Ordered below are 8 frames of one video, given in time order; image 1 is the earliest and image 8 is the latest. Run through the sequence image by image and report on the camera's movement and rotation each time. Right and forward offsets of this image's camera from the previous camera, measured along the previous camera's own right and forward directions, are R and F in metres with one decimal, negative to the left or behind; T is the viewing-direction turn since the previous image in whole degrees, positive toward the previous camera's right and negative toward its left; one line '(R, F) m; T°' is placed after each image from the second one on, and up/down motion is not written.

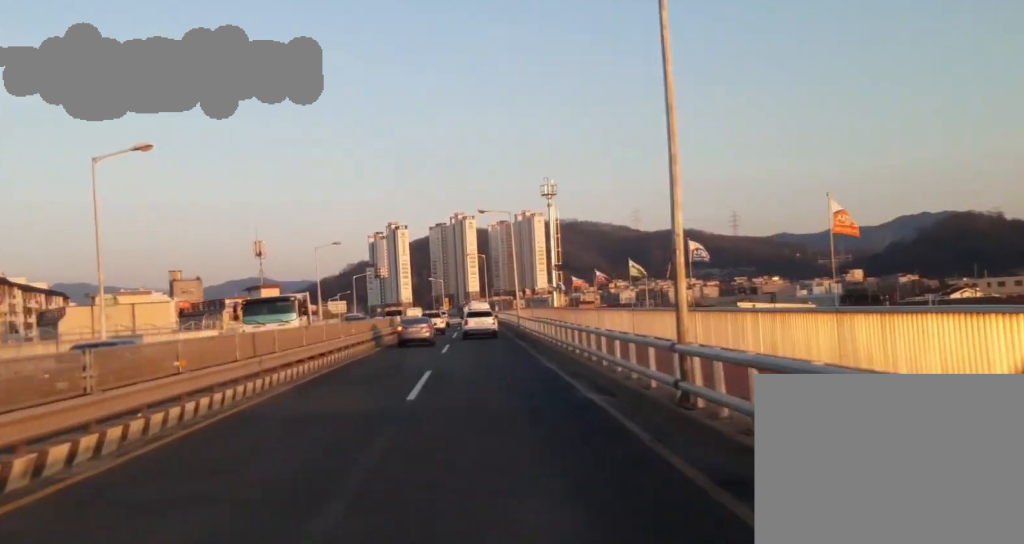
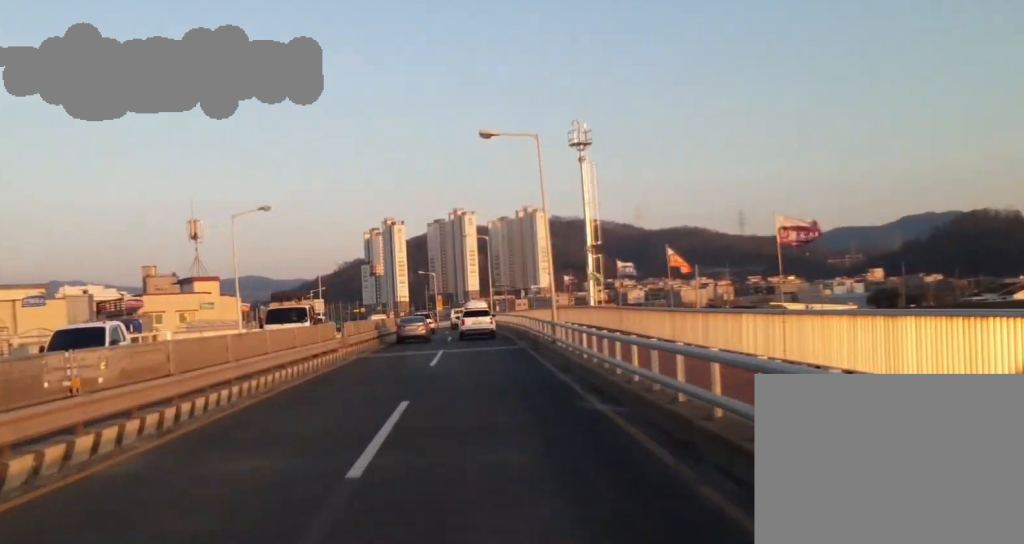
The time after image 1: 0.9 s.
(0.0, +27.9) m; 0°
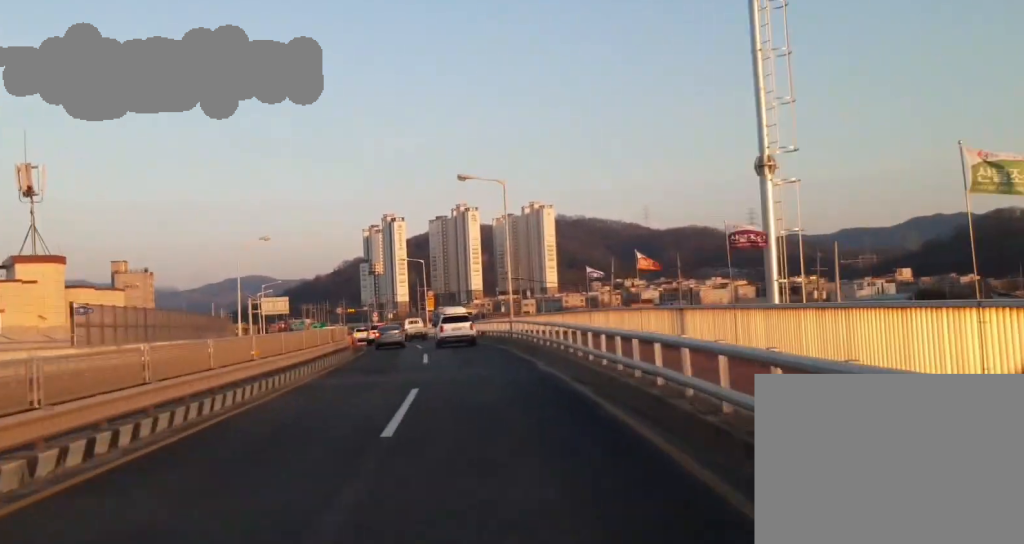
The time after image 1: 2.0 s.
(0.0, +37.3) m; 0°
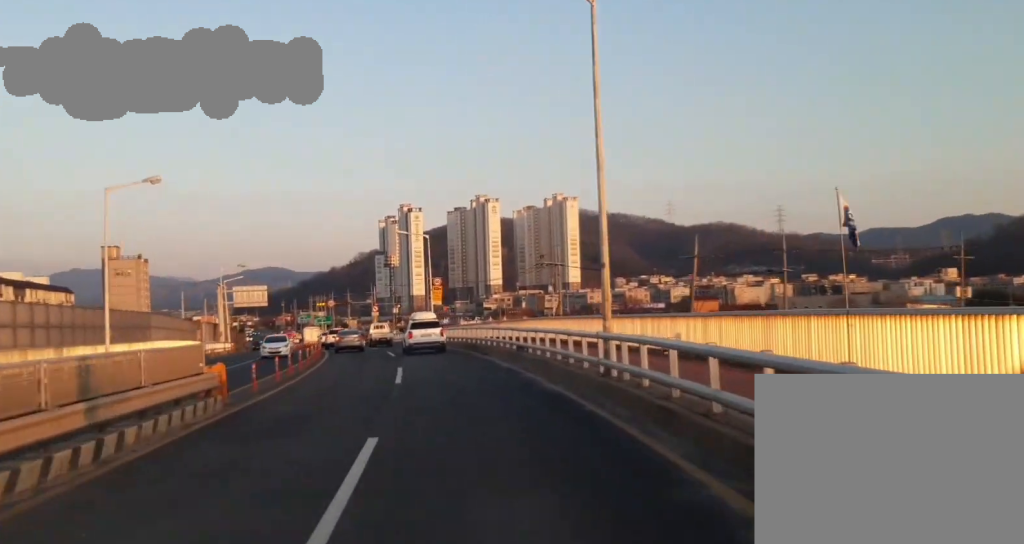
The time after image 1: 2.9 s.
(0.0, +27.5) m; -1°
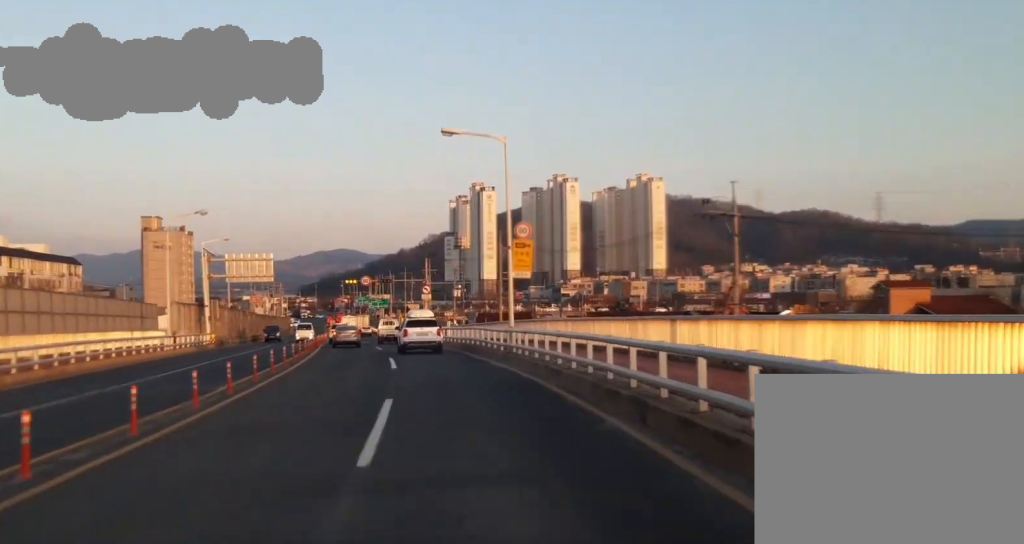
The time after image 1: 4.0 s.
(-0.7, +35.7) m; -2°
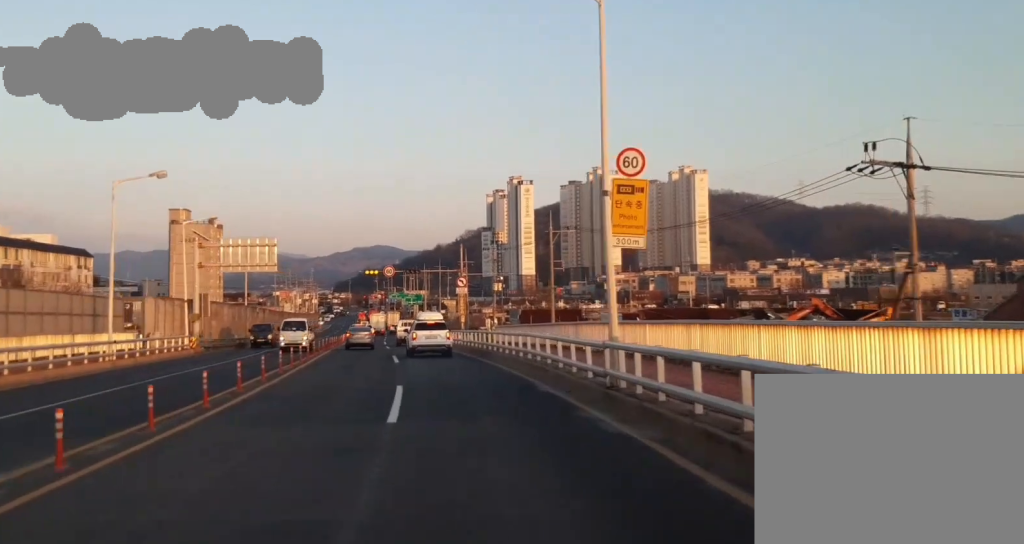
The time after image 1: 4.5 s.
(+0.2, +15.5) m; -1°
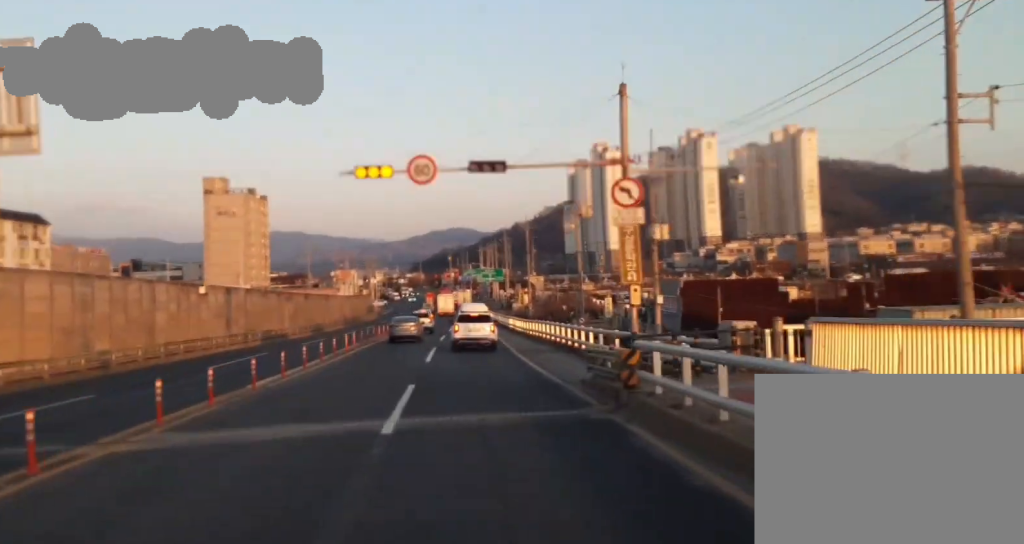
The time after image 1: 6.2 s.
(-2.9, +49.6) m; -6°
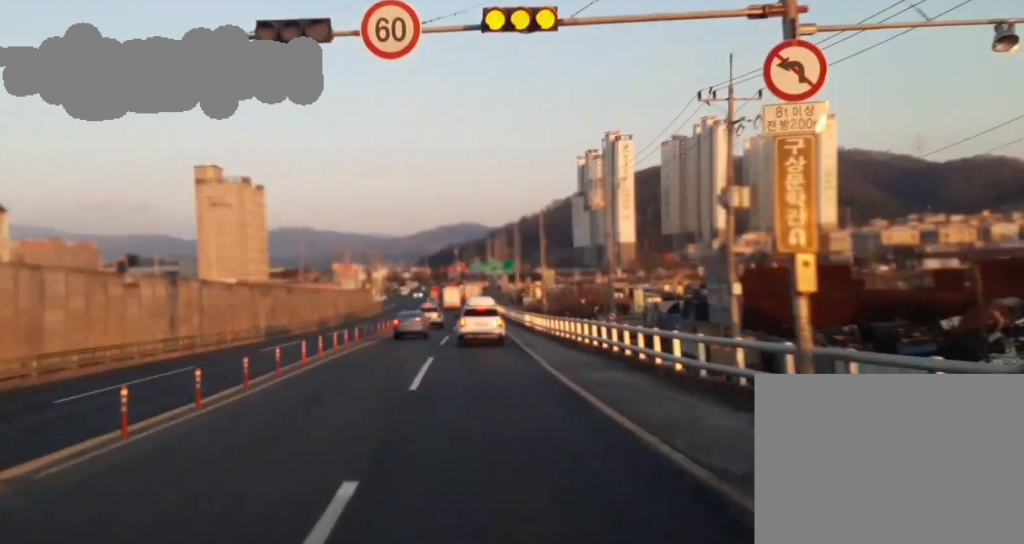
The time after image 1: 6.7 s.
(-0.1, +13.3) m; -1°
